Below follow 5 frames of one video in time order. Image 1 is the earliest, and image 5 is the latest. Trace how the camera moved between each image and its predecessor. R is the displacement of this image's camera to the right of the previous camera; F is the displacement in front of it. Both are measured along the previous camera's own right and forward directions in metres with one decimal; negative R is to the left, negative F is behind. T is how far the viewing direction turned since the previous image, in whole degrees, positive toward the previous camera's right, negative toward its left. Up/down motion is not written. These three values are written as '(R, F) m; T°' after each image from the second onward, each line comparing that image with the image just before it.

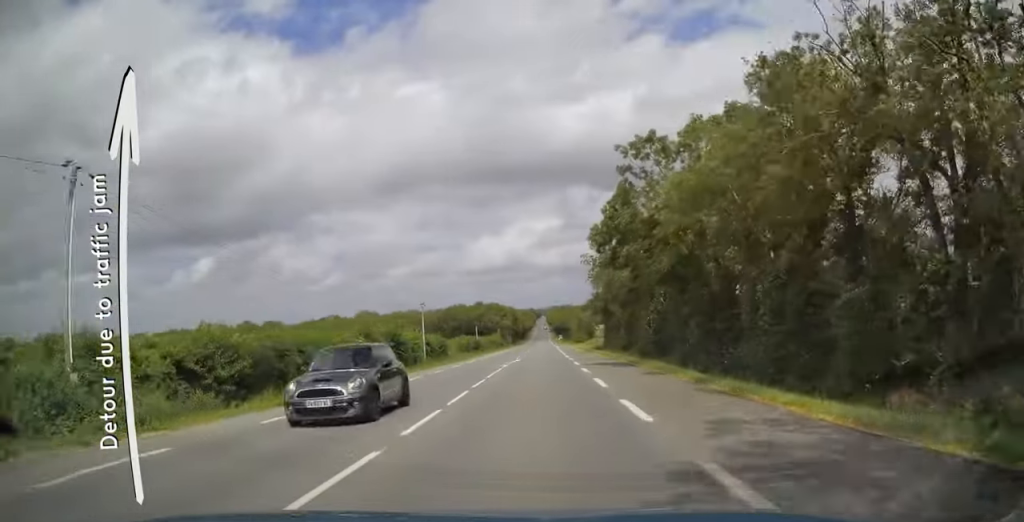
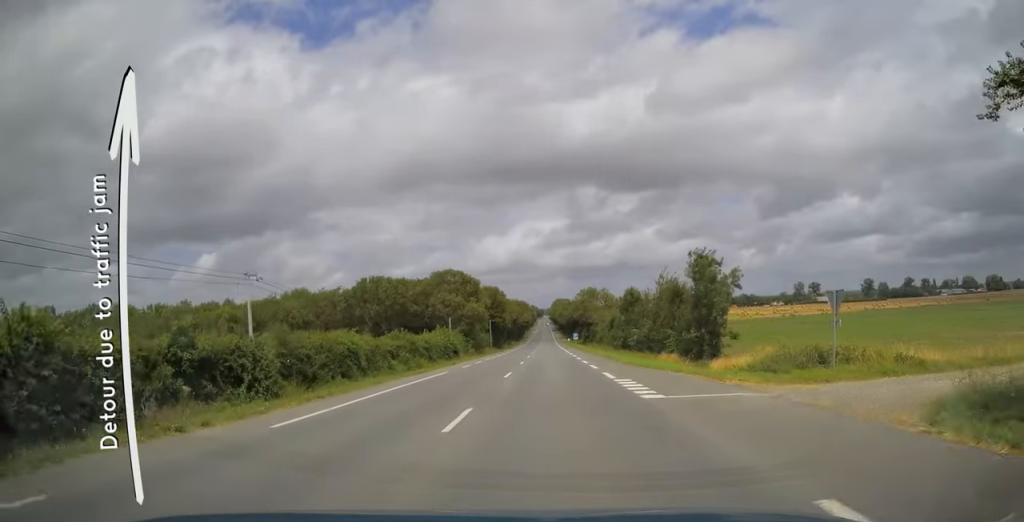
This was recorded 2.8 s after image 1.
(0.0, +72.6) m; 0°
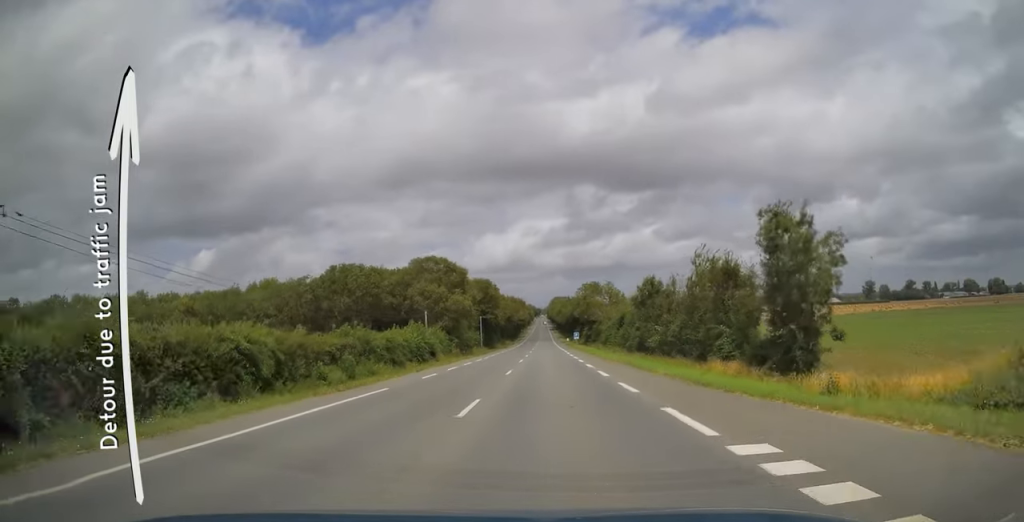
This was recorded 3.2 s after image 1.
(0.0, +11.5) m; 0°
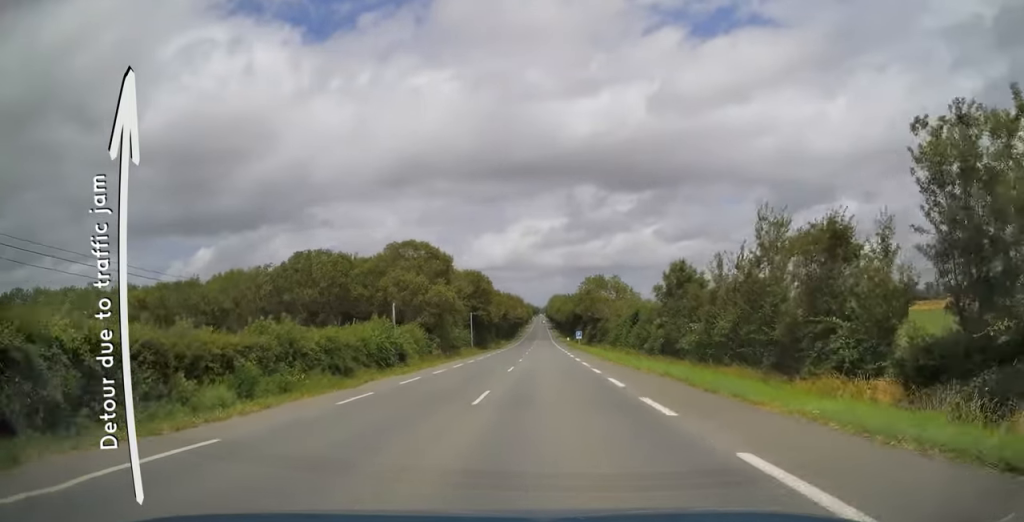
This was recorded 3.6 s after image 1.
(0.0, +10.7) m; 0°
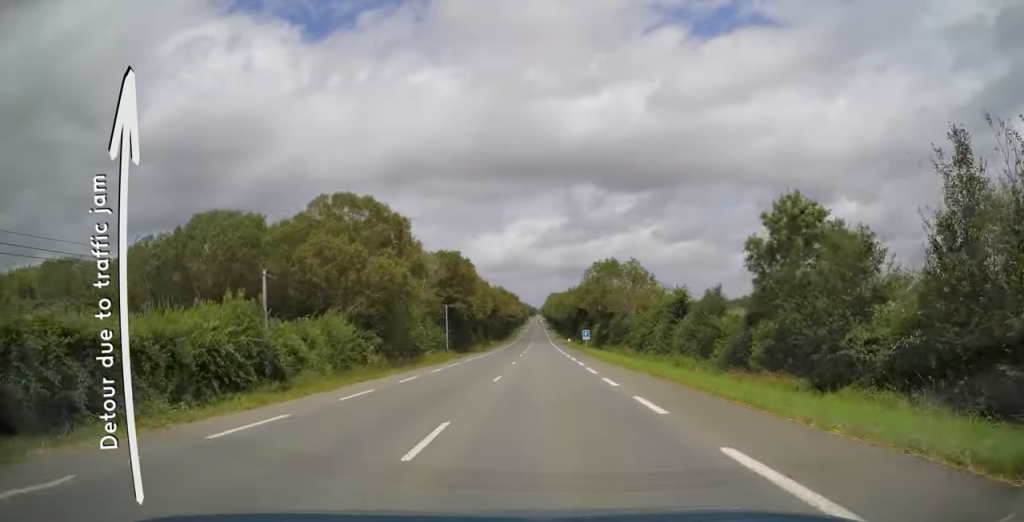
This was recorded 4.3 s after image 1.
(+0.1, +19.1) m; 0°
